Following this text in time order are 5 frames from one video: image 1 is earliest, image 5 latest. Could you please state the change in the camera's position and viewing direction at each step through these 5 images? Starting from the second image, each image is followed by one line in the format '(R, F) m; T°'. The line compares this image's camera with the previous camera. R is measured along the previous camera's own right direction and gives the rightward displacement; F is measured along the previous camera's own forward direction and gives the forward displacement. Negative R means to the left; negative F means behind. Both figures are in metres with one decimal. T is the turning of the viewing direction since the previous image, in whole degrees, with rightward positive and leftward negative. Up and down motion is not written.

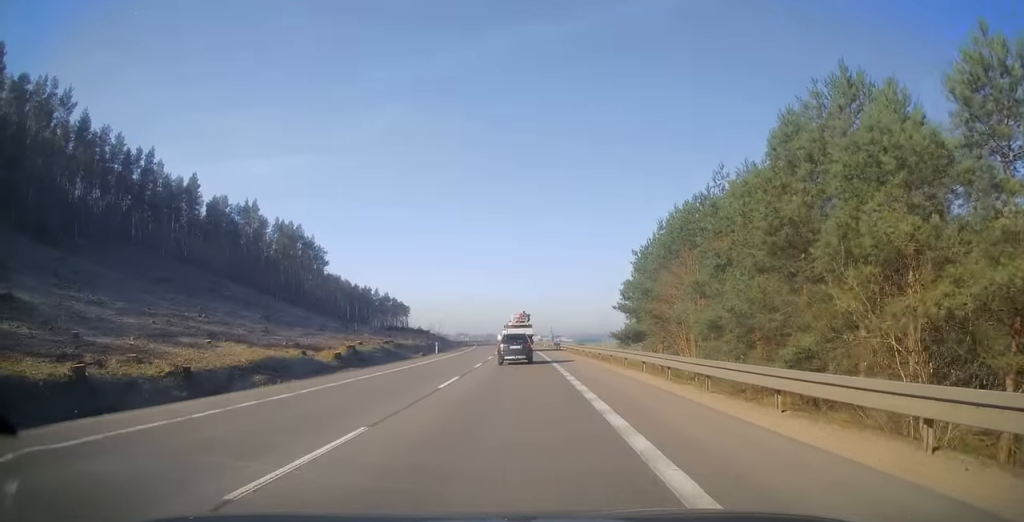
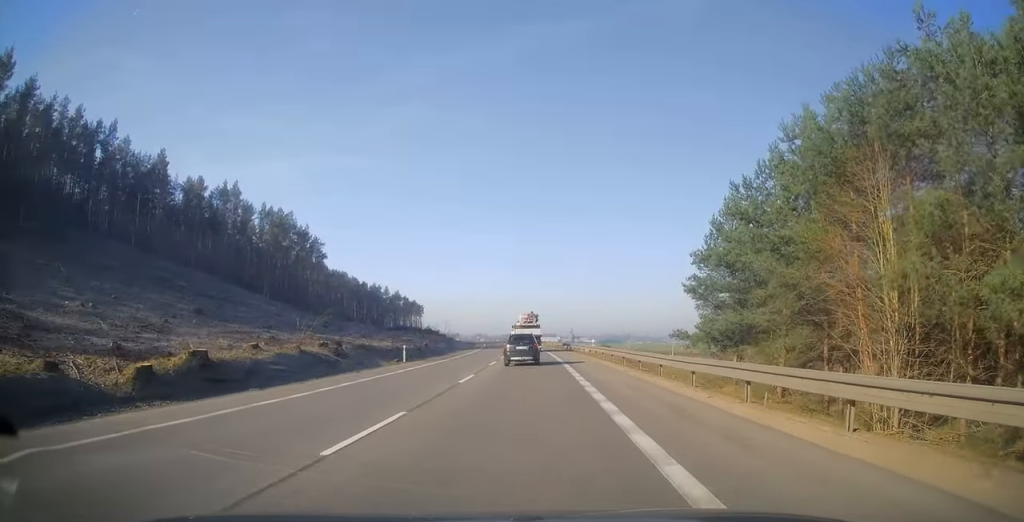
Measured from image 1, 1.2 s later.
(-0.8, +21.8) m; -2°
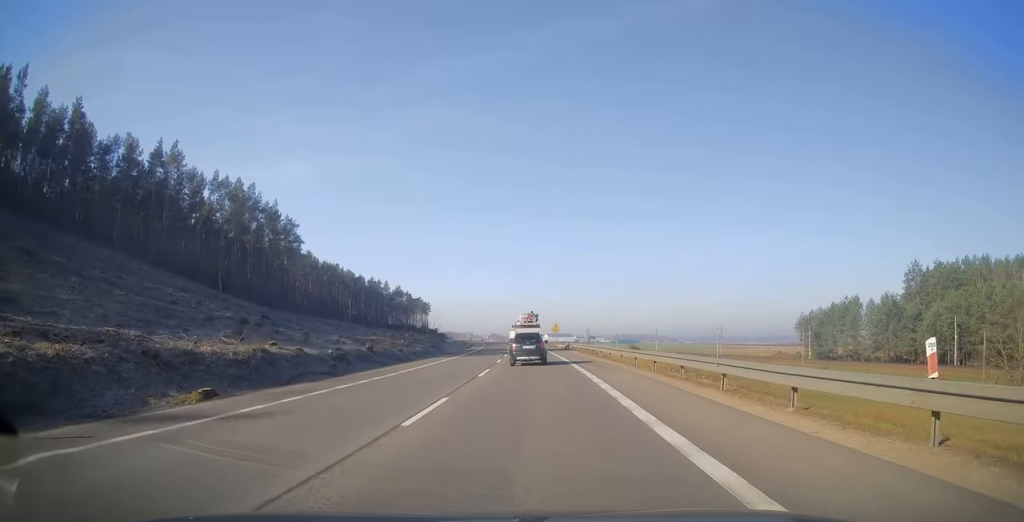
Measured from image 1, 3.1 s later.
(-0.3, +33.2) m; -1°
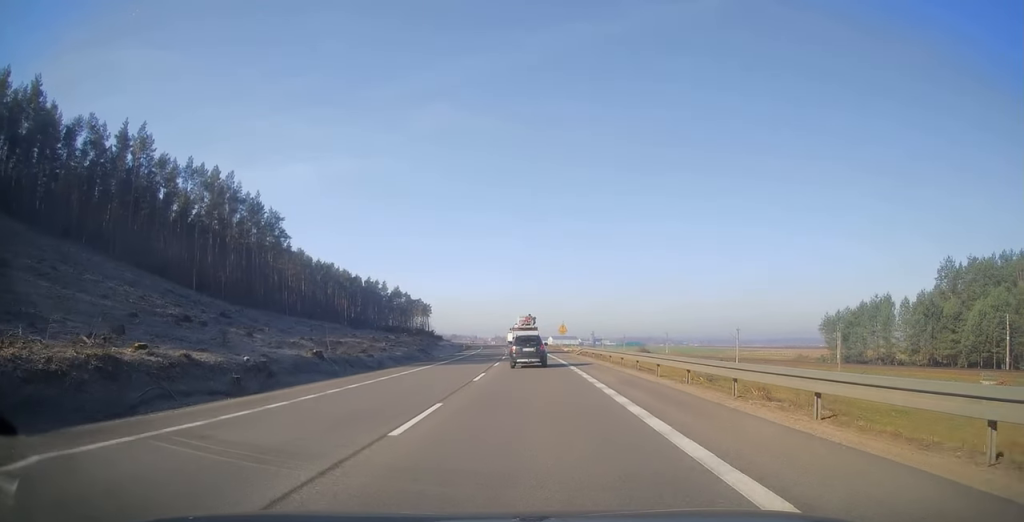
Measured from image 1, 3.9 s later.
(+0.3, +12.8) m; 0°
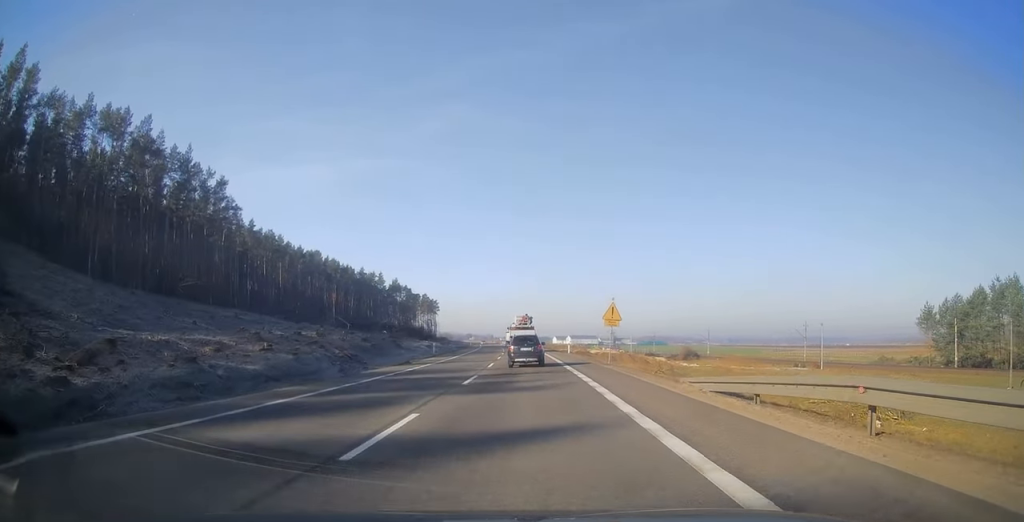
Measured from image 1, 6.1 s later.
(-1.2, +37.6) m; -2°
